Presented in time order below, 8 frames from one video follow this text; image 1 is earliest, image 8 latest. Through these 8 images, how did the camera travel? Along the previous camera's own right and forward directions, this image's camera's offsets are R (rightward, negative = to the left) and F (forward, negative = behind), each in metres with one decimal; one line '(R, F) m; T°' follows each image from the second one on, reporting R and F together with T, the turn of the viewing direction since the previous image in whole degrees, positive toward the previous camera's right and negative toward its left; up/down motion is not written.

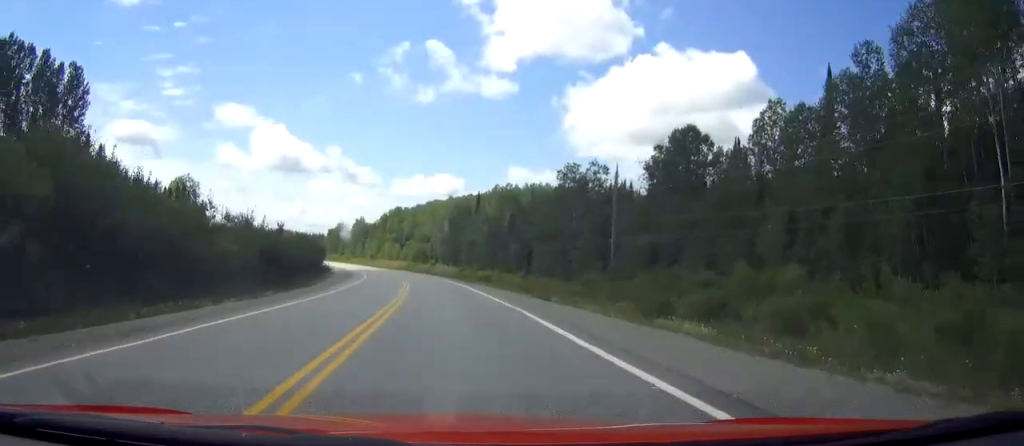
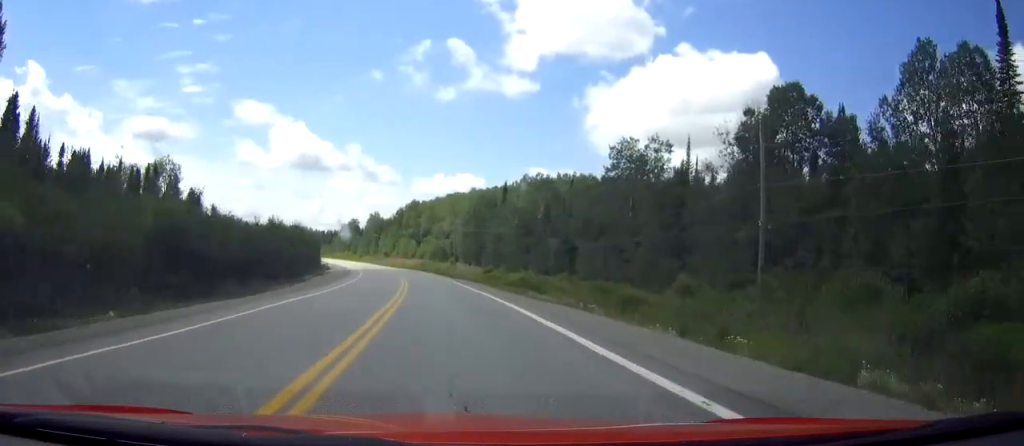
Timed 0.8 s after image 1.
(0.0, +21.8) m; -1°
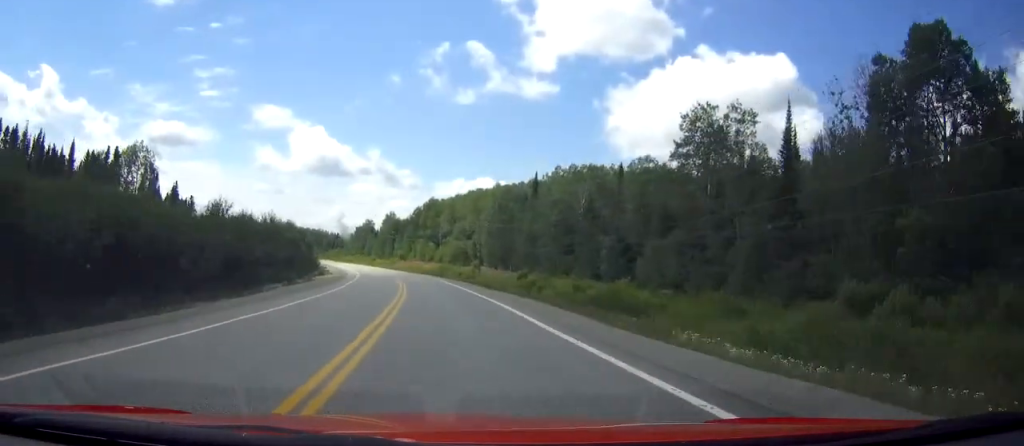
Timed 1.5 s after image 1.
(-0.3, +20.0) m; -2°
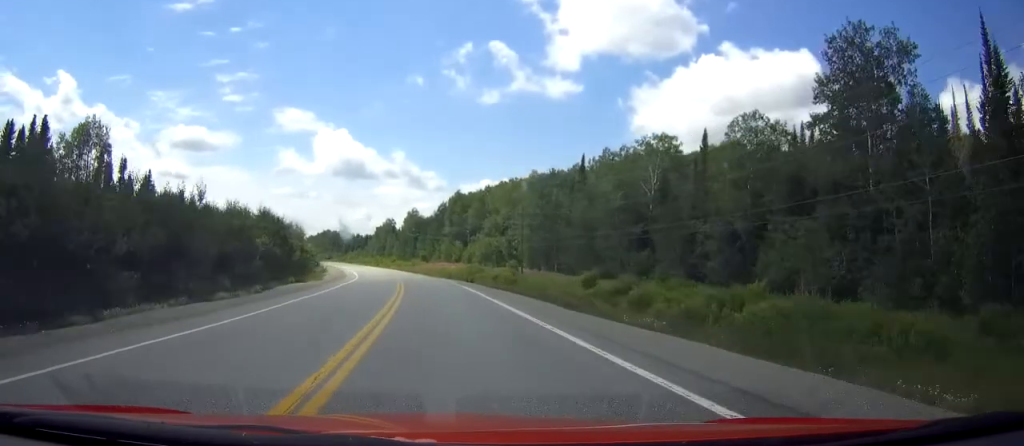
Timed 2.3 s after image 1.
(-0.5, +23.9) m; -2°
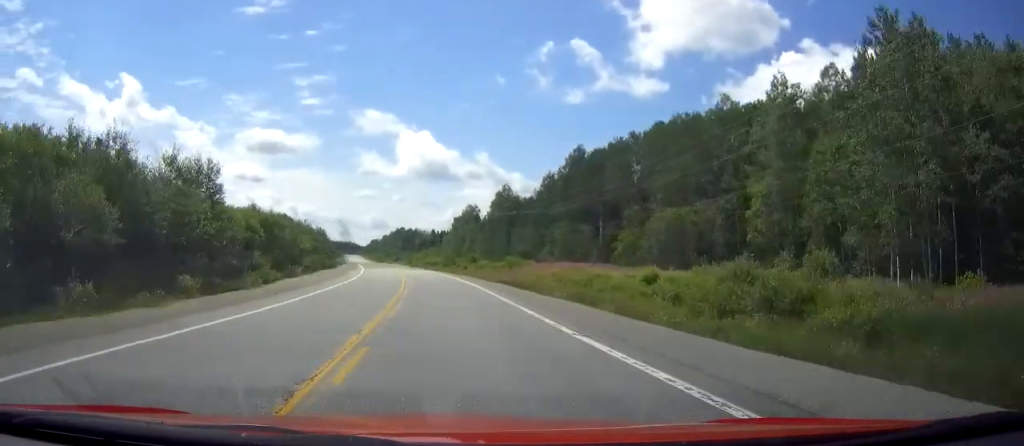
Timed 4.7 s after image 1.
(-4.3, +70.6) m; -7°
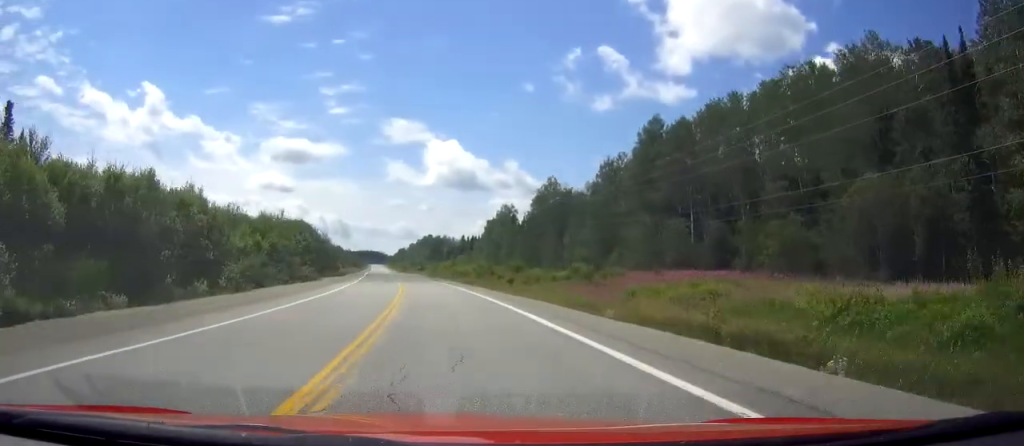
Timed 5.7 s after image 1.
(-0.7, +28.6) m; -3°
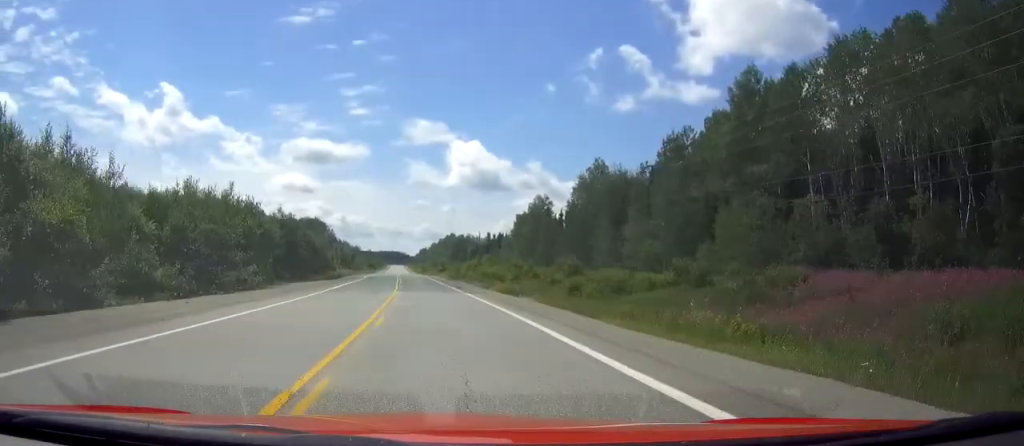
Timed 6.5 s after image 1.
(-0.4, +22.9) m; -2°
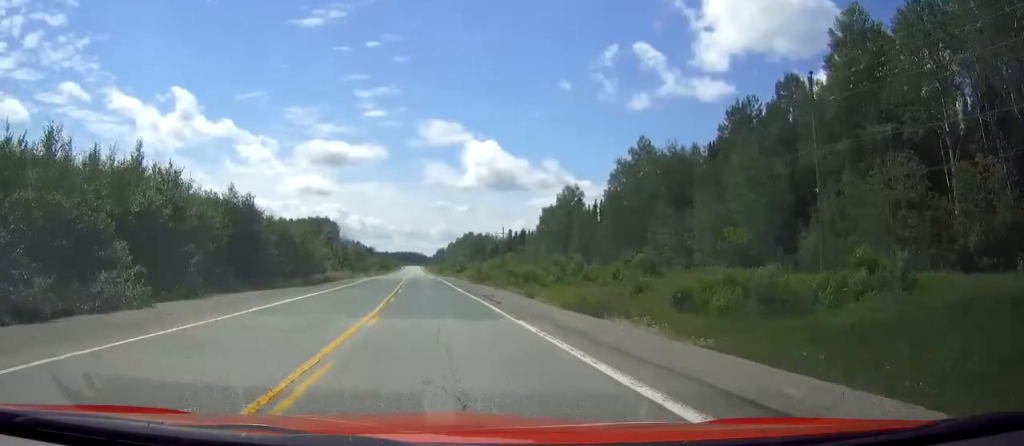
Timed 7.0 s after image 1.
(-0.1, +17.0) m; -2°
